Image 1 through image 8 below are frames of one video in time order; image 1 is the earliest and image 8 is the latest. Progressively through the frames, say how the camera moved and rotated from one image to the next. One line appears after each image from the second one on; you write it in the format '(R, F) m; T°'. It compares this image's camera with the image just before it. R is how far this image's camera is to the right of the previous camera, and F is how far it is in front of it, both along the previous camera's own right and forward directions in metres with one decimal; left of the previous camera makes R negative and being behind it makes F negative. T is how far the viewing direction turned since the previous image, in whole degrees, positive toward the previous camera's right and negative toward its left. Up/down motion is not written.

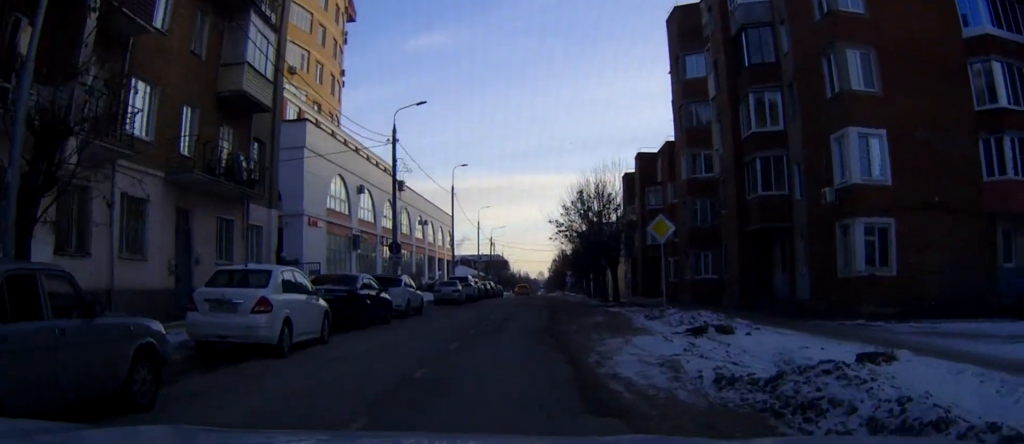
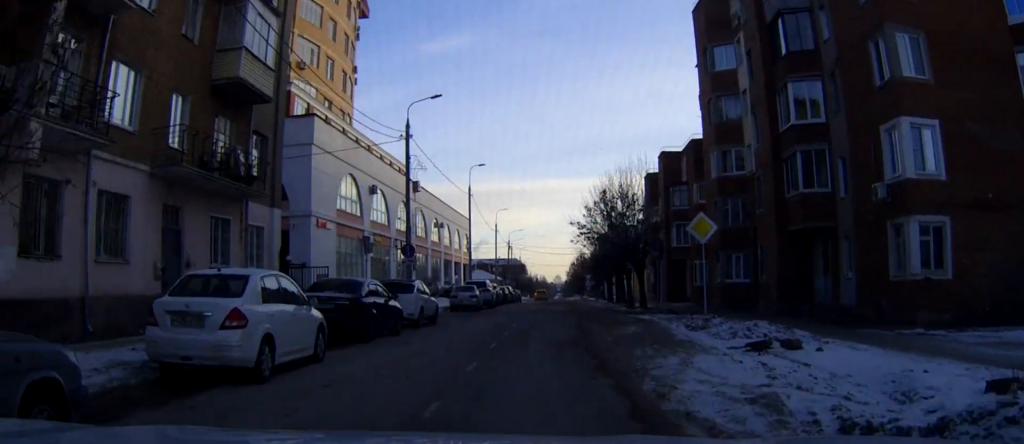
(0.0, +2.3) m; -1°
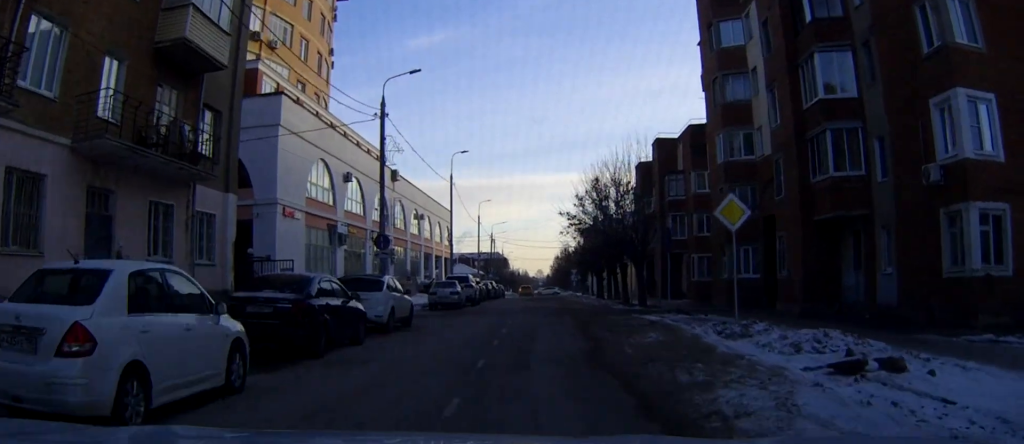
(-0.1, +3.7) m; 0°
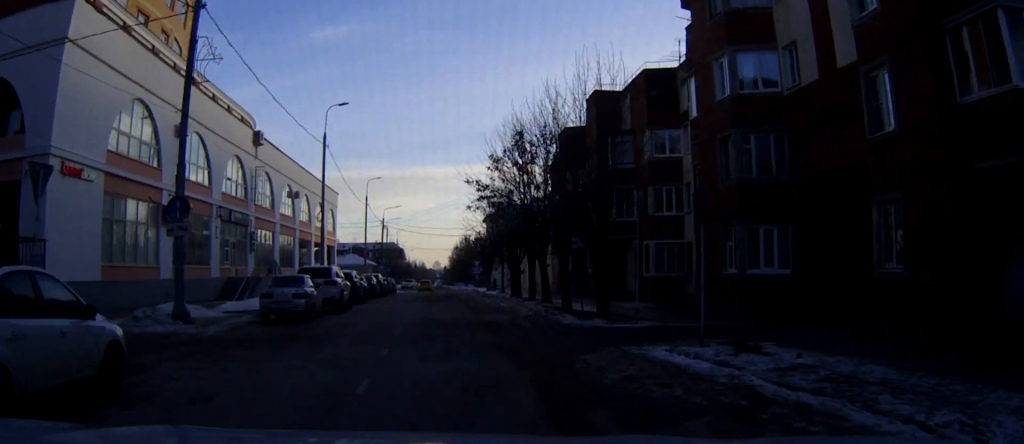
(+0.7, +13.1) m; +8°
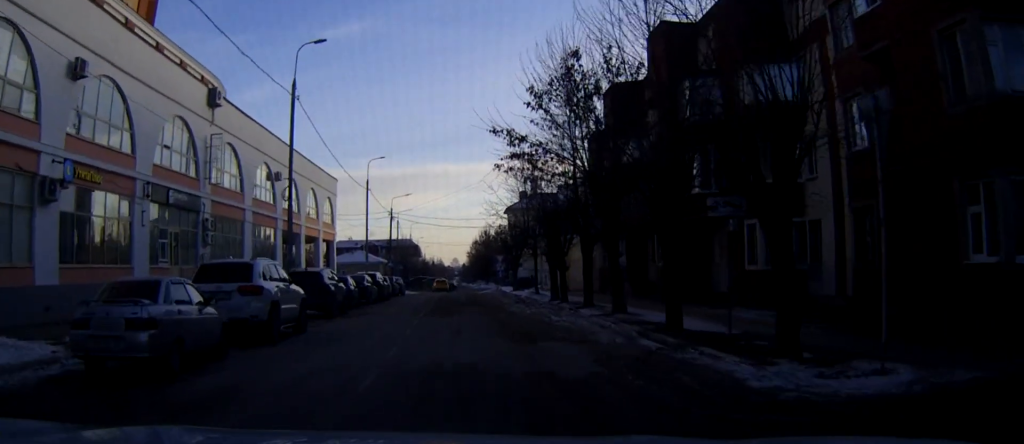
(0.0, +11.1) m; -2°
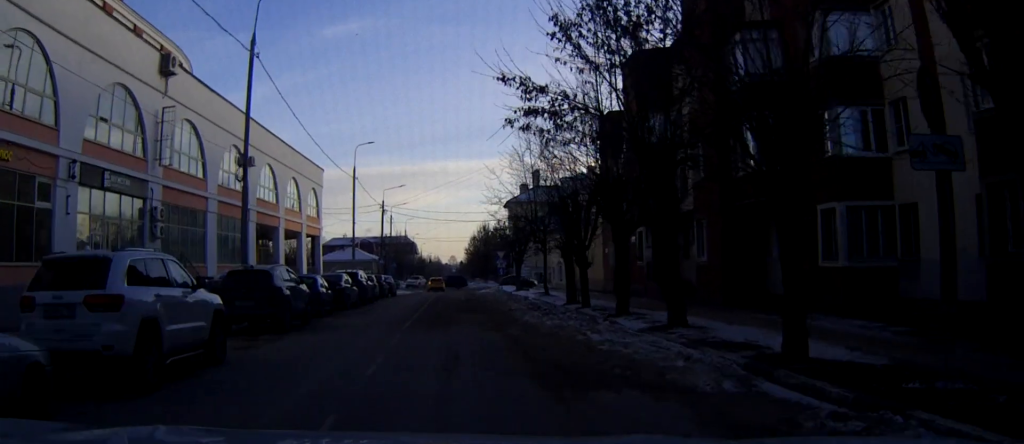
(-0.2, +6.1) m; 0°
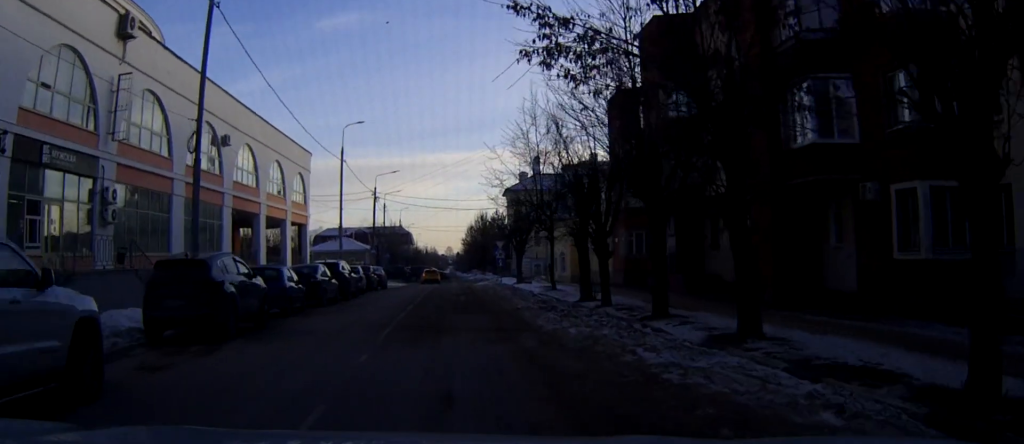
(0.0, +4.5) m; +2°
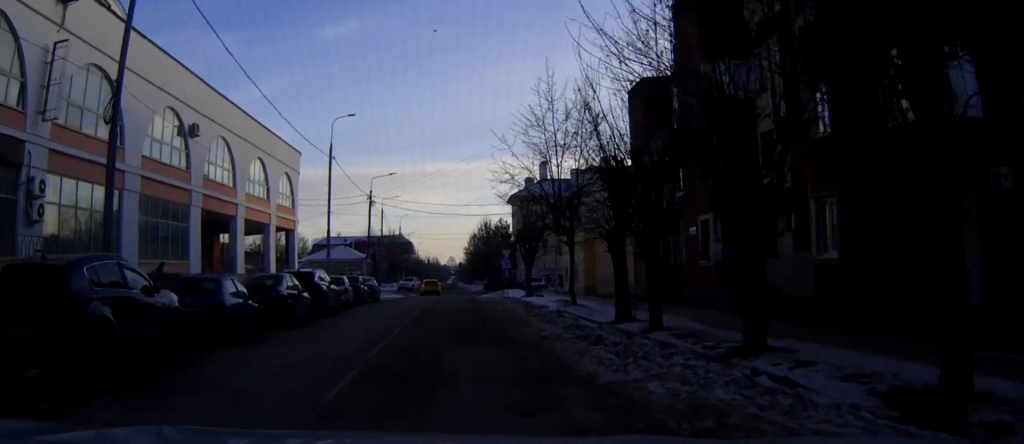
(+0.1, +5.7) m; +2°
